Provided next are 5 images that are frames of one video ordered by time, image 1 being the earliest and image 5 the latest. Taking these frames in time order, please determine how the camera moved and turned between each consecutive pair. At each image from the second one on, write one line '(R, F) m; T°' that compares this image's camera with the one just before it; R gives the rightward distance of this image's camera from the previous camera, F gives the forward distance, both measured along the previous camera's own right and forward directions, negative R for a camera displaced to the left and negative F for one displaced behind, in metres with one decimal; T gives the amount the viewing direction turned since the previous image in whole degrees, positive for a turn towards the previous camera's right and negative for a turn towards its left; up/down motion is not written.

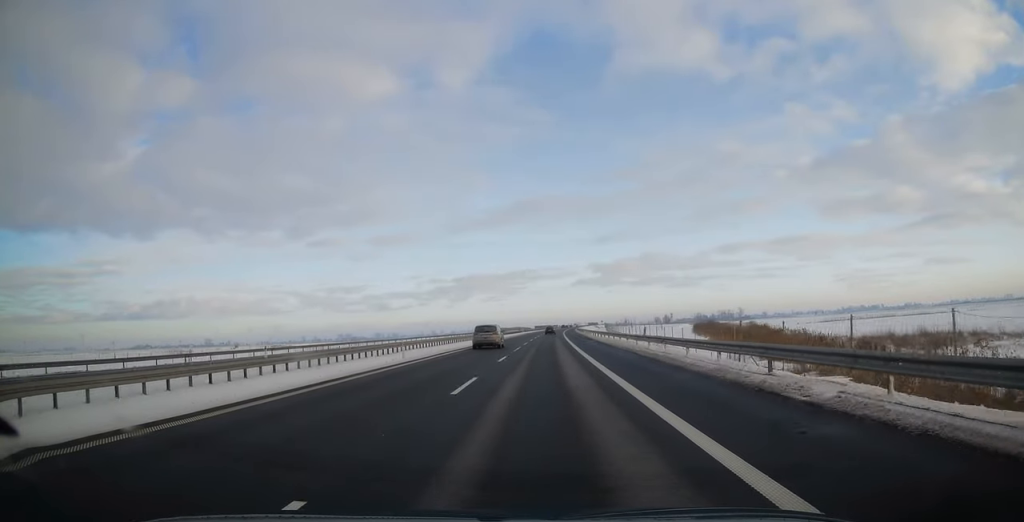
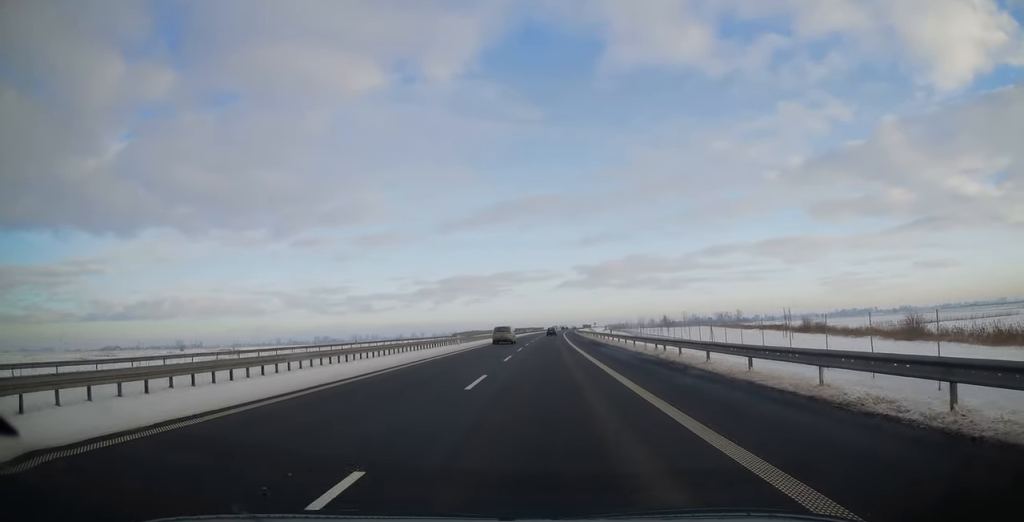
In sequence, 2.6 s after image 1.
(+0.7, +81.9) m; +2°
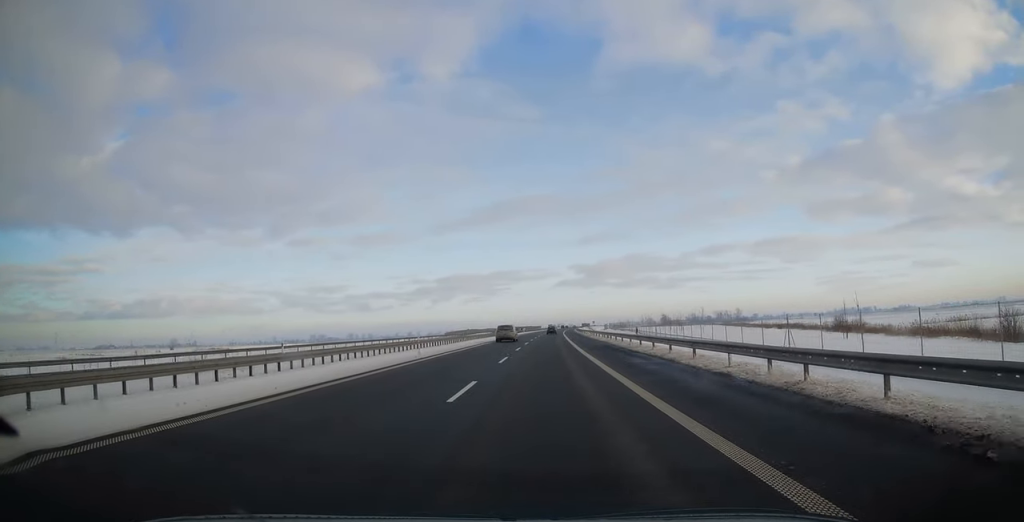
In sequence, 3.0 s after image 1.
(+0.2, +14.2) m; 0°
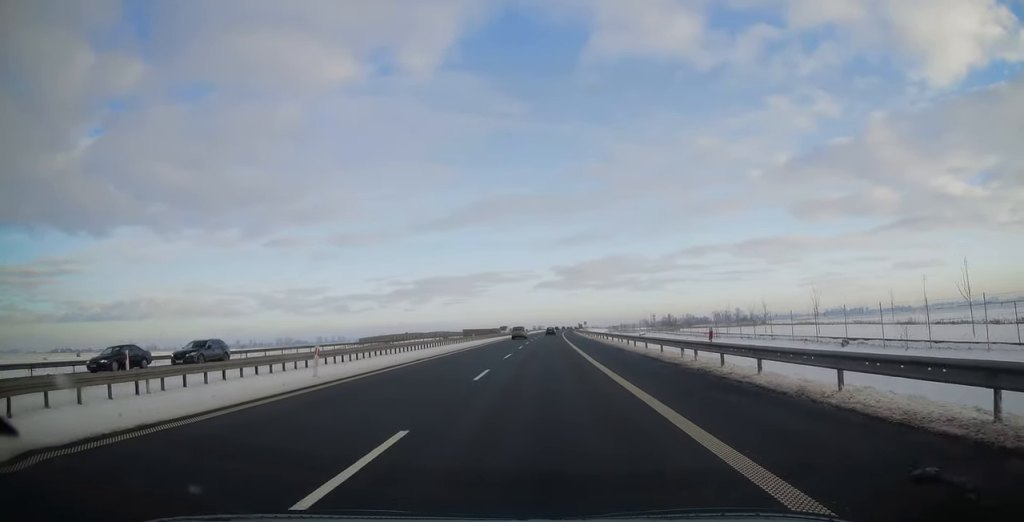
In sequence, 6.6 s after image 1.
(+1.9, +113.2) m; +2°
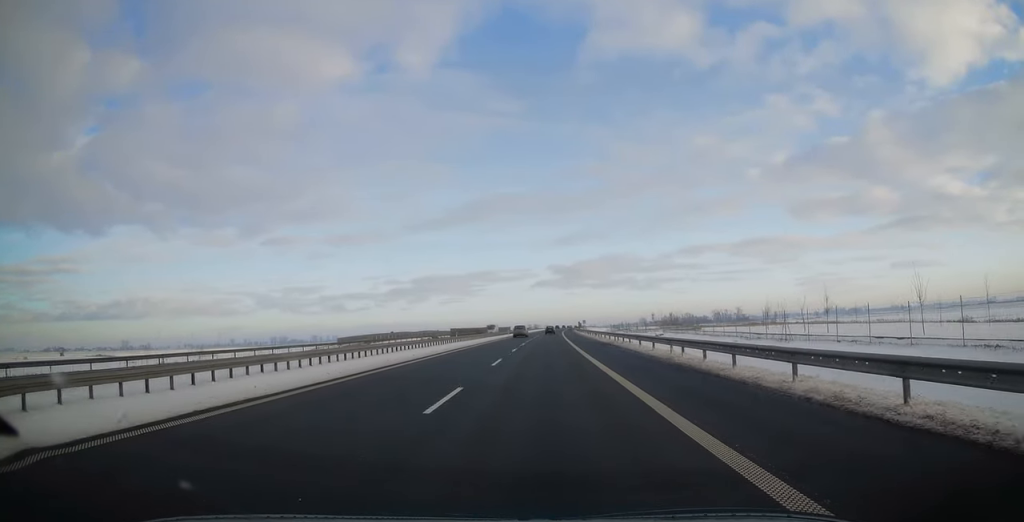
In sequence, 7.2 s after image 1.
(-0.1, +17.6) m; 0°
